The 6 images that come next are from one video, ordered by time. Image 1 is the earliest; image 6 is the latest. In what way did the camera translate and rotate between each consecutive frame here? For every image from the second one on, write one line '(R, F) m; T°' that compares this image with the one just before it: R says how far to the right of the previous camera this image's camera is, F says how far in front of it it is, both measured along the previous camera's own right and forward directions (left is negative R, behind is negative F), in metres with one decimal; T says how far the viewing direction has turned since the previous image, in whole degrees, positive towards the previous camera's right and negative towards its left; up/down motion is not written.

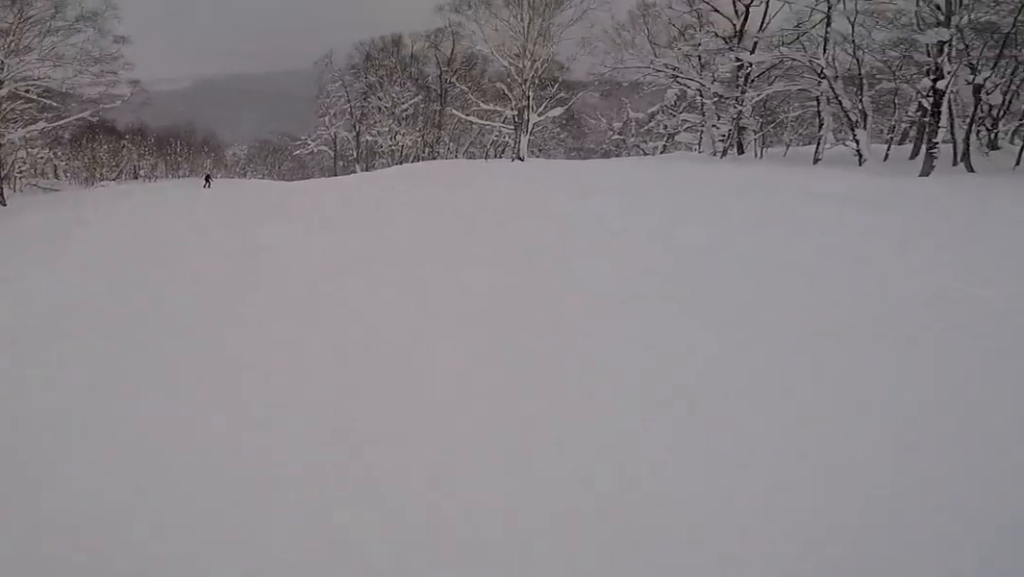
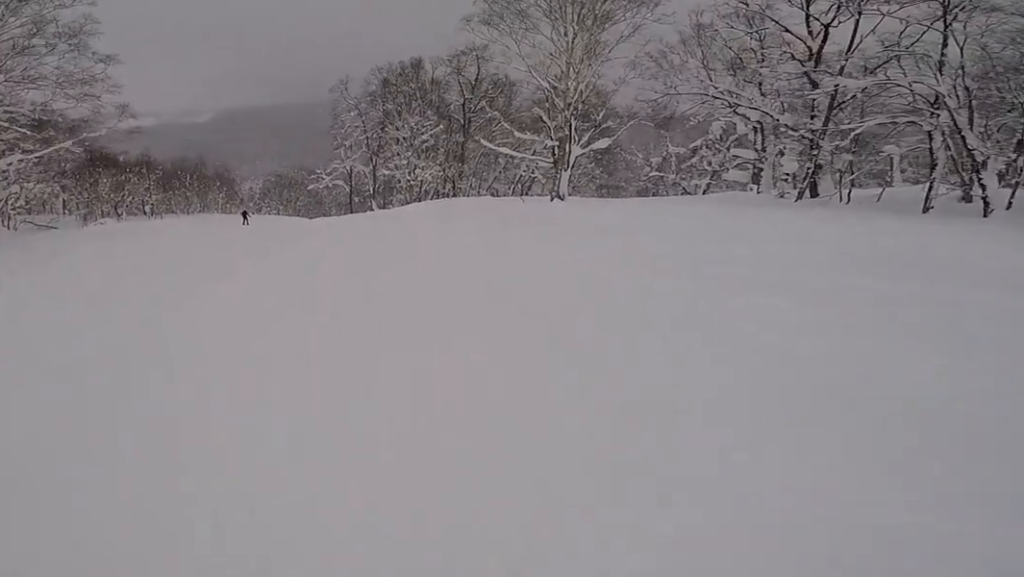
(0.0, +4.6) m; +1°
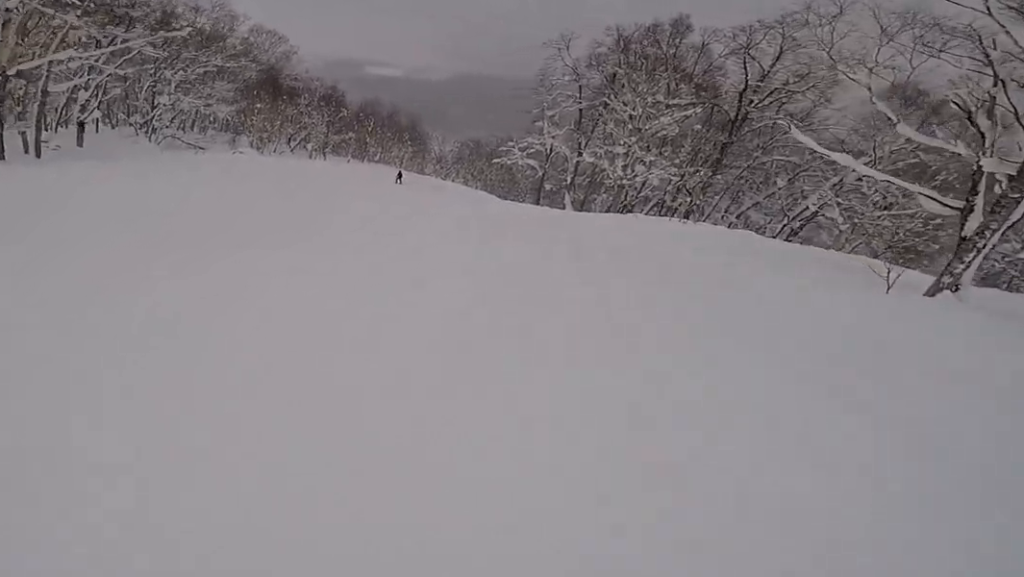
(-1.7, +14.3) m; -40°
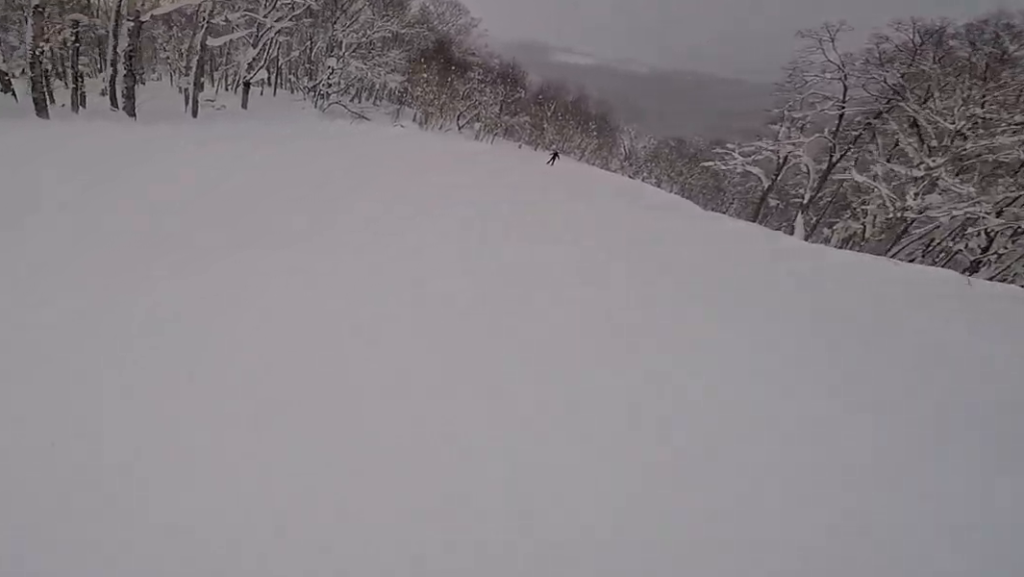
(-1.9, +5.4) m; -10°
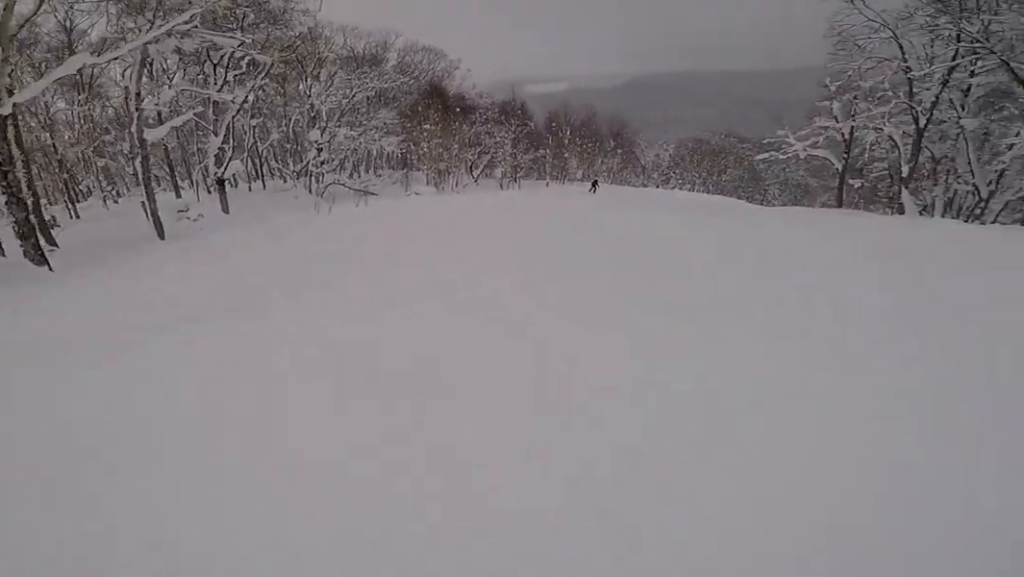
(+0.4, +7.5) m; +16°
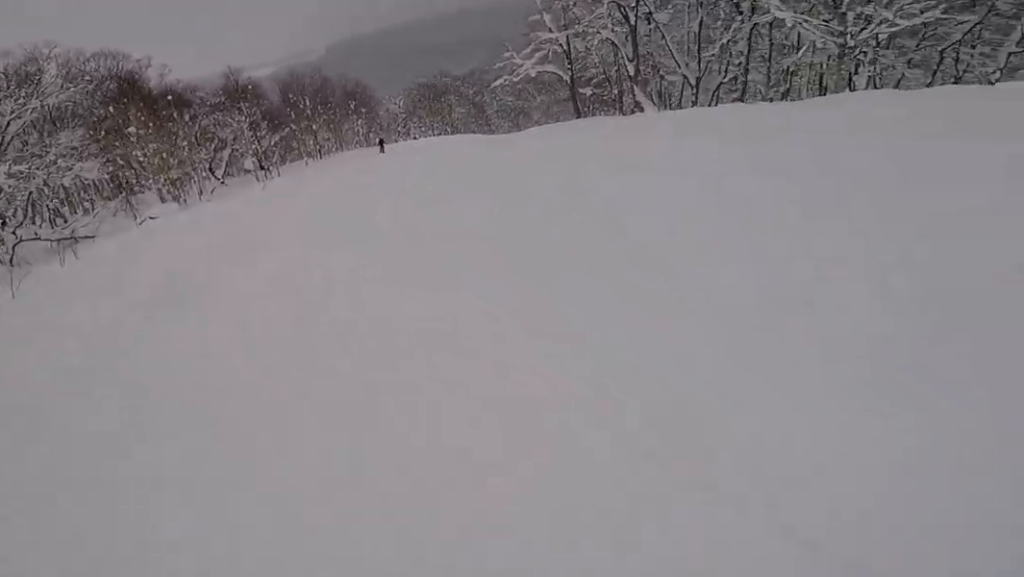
(+1.1, +5.8) m; +15°
